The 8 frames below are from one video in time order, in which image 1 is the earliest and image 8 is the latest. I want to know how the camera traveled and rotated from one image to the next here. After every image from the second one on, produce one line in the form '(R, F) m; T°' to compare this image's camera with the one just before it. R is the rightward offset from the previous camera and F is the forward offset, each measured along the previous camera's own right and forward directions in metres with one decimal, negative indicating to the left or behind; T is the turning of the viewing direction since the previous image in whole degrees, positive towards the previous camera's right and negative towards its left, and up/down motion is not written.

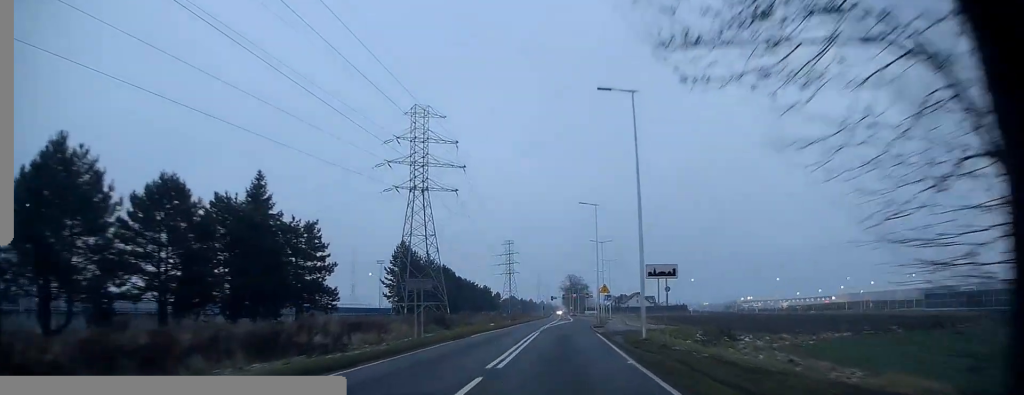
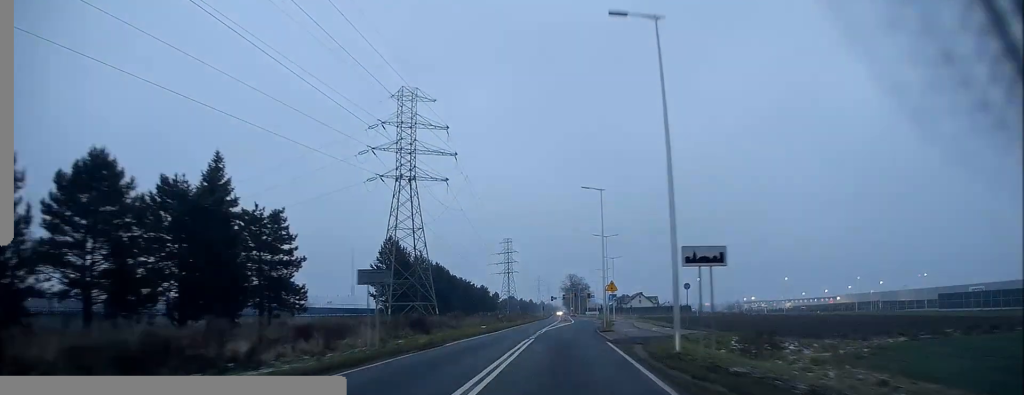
(-0.1, +6.9) m; 0°
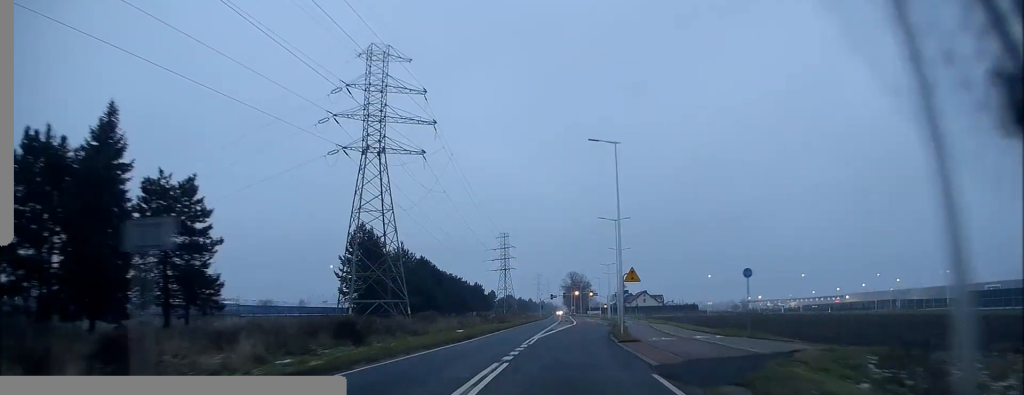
(-0.2, +12.5) m; -1°
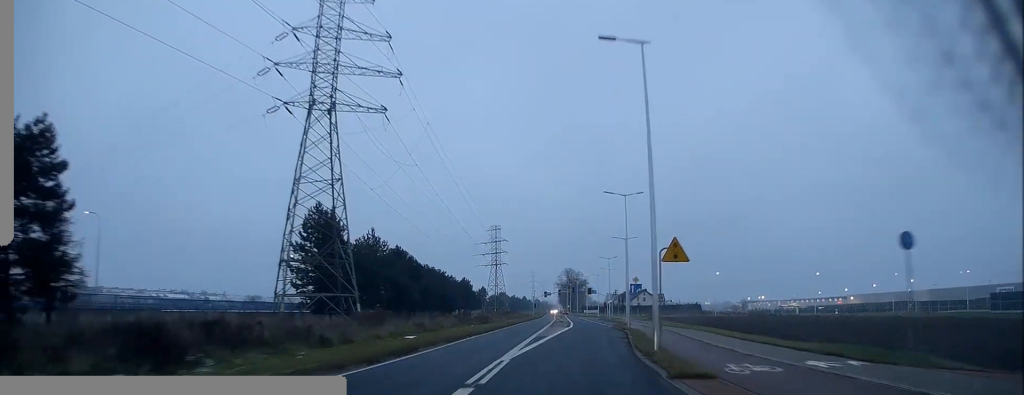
(0.0, +12.7) m; +2°
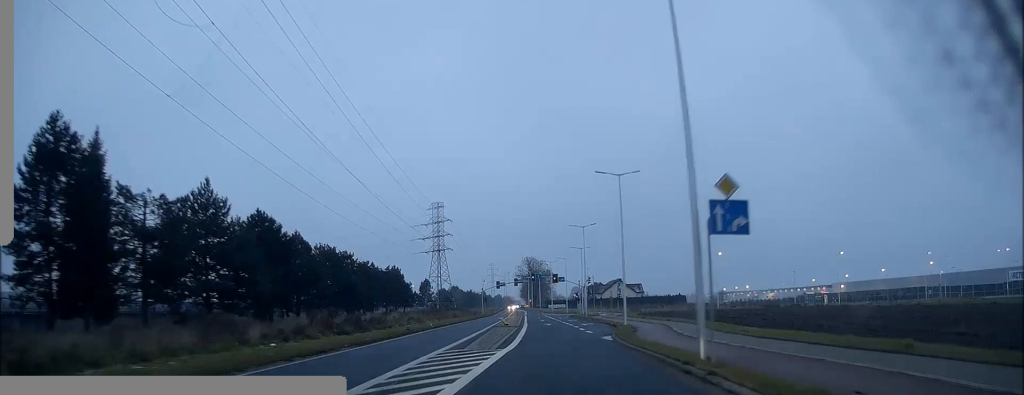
(+1.1, +33.1) m; +3°
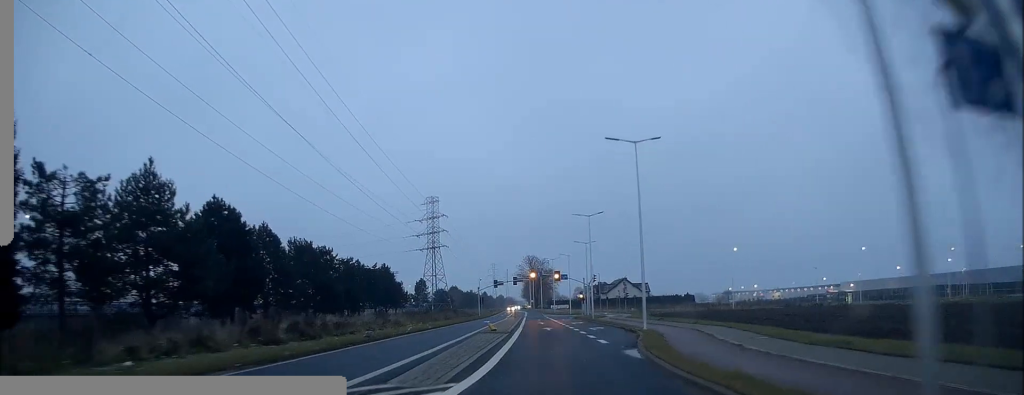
(+0.1, +8.4) m; -1°
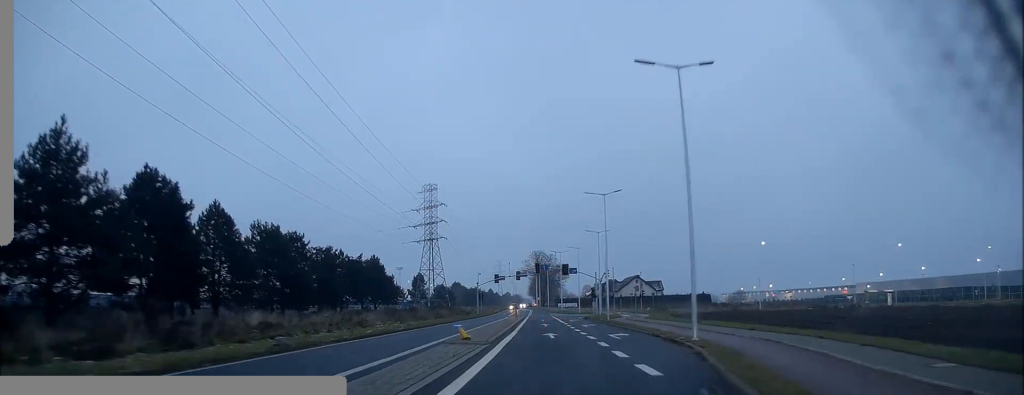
(0.0, +10.8) m; -1°
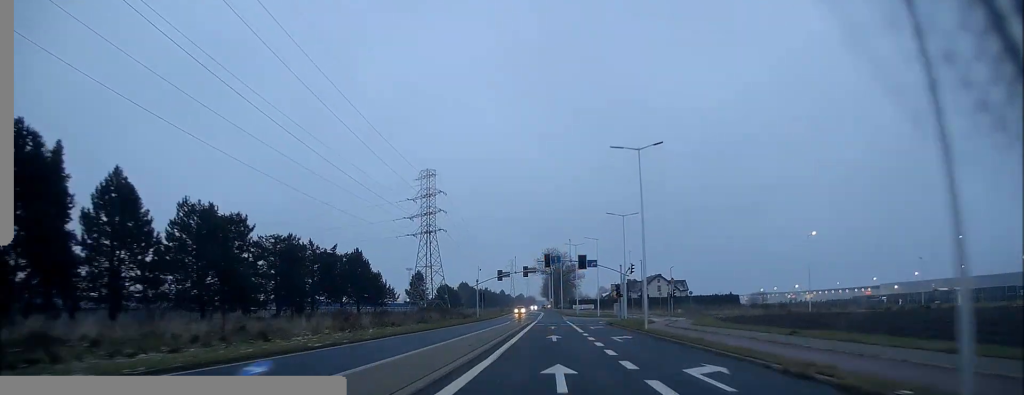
(-0.4, +14.7) m; -1°
